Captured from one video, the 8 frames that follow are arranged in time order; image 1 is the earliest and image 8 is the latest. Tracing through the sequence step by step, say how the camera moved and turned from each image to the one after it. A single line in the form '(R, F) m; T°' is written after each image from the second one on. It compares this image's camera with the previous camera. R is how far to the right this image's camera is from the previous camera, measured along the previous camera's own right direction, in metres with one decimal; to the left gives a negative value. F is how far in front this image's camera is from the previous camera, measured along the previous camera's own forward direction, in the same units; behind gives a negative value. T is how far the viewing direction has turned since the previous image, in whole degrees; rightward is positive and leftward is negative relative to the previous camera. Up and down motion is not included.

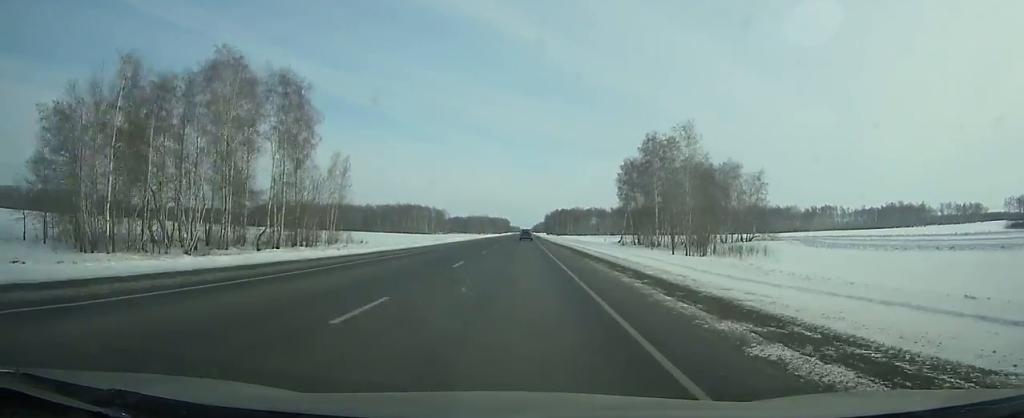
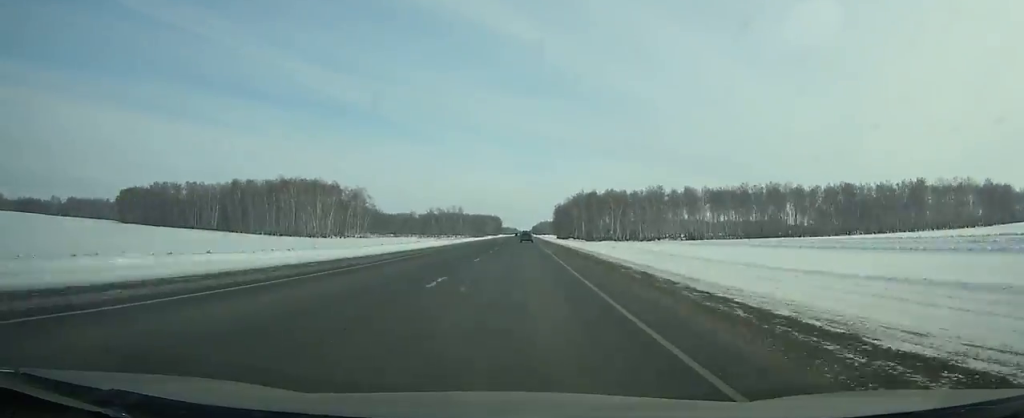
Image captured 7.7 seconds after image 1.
(-0.3, +222.2) m; 0°
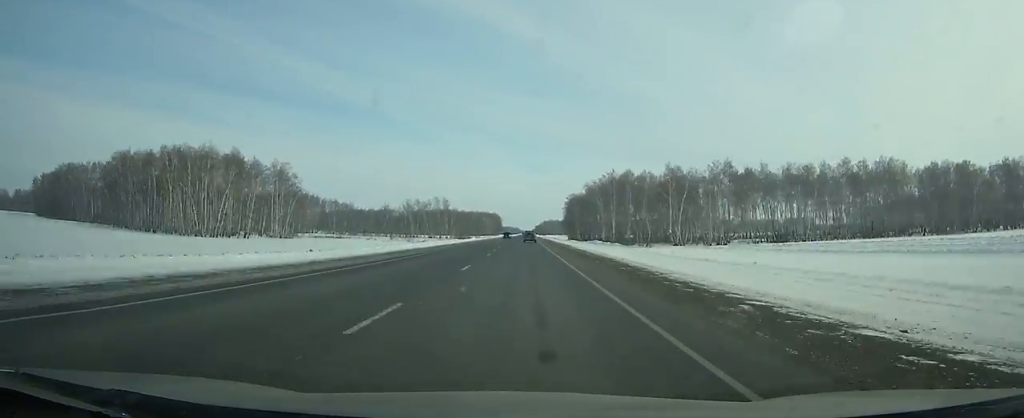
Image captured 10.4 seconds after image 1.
(0.0, +78.6) m; 0°
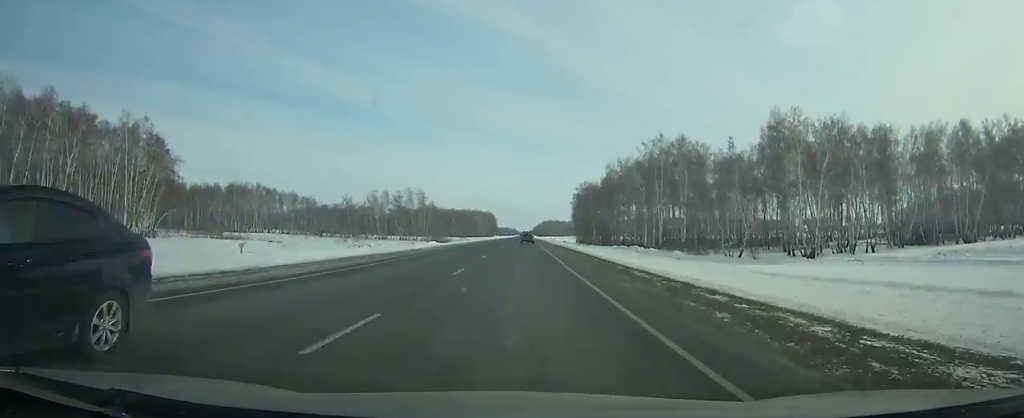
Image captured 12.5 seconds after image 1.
(0.0, +61.4) m; 0°
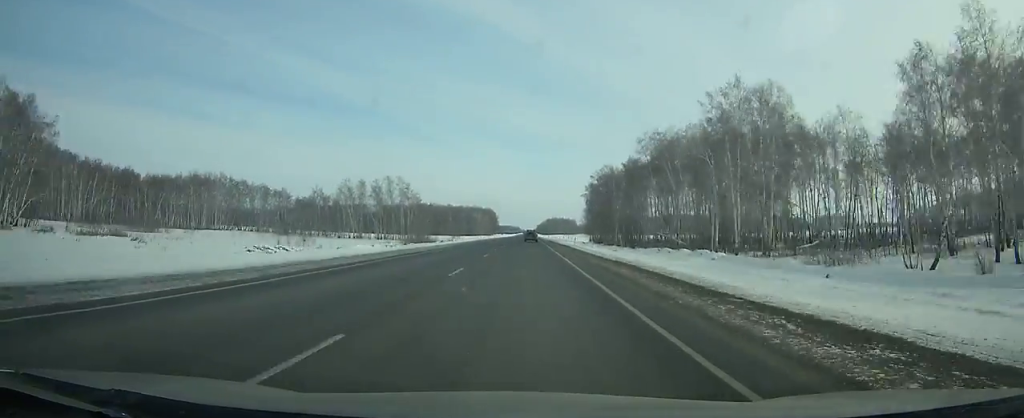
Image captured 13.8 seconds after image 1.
(+0.1, +38.3) m; 0°
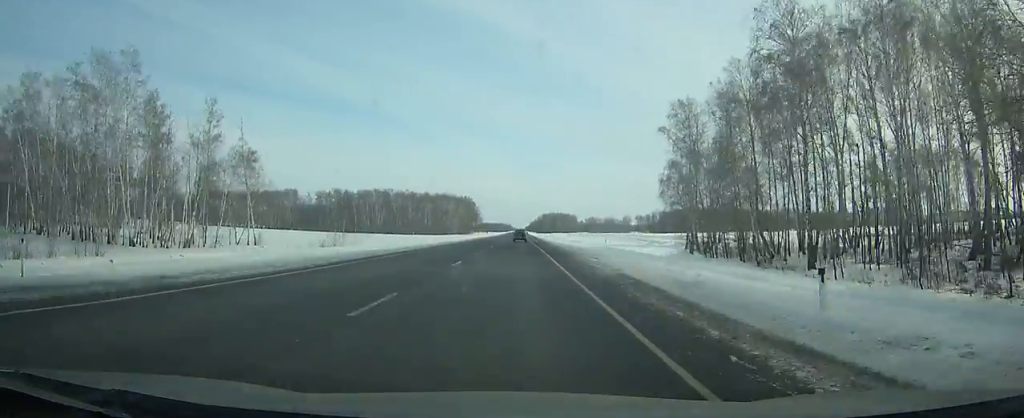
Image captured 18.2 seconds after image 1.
(+0.3, +130.4) m; 0°
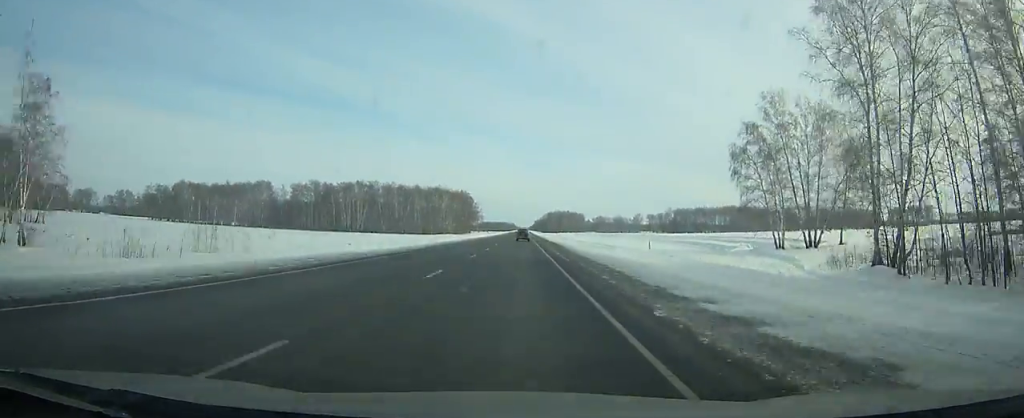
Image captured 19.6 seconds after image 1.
(-0.1, +41.9) m; 0°
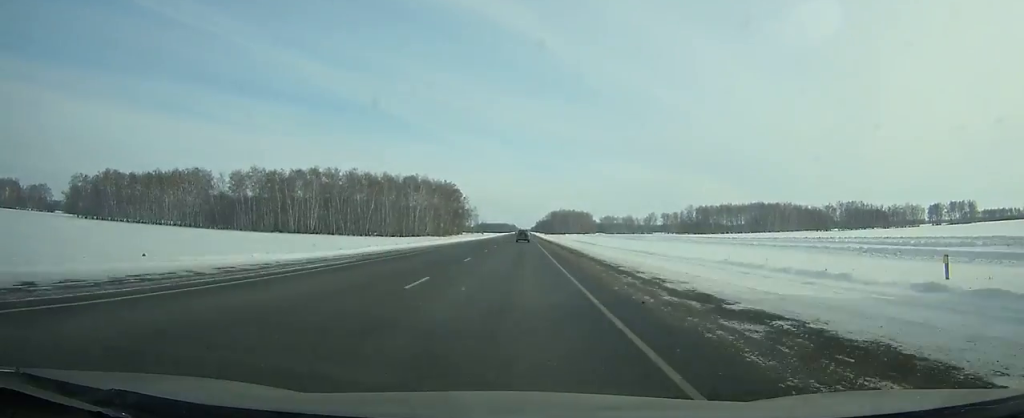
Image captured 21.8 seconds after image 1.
(-0.1, +65.7) m; 0°
